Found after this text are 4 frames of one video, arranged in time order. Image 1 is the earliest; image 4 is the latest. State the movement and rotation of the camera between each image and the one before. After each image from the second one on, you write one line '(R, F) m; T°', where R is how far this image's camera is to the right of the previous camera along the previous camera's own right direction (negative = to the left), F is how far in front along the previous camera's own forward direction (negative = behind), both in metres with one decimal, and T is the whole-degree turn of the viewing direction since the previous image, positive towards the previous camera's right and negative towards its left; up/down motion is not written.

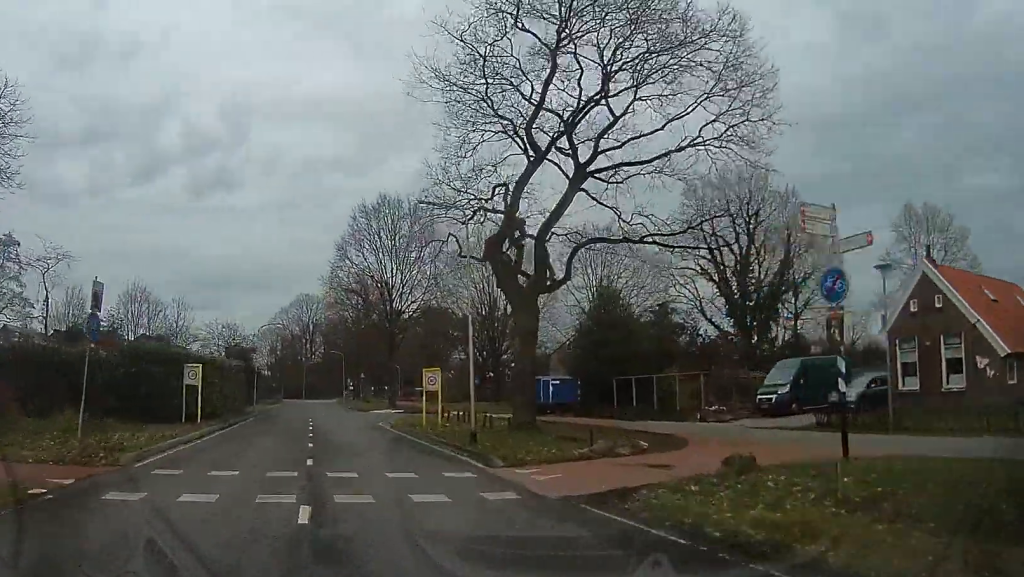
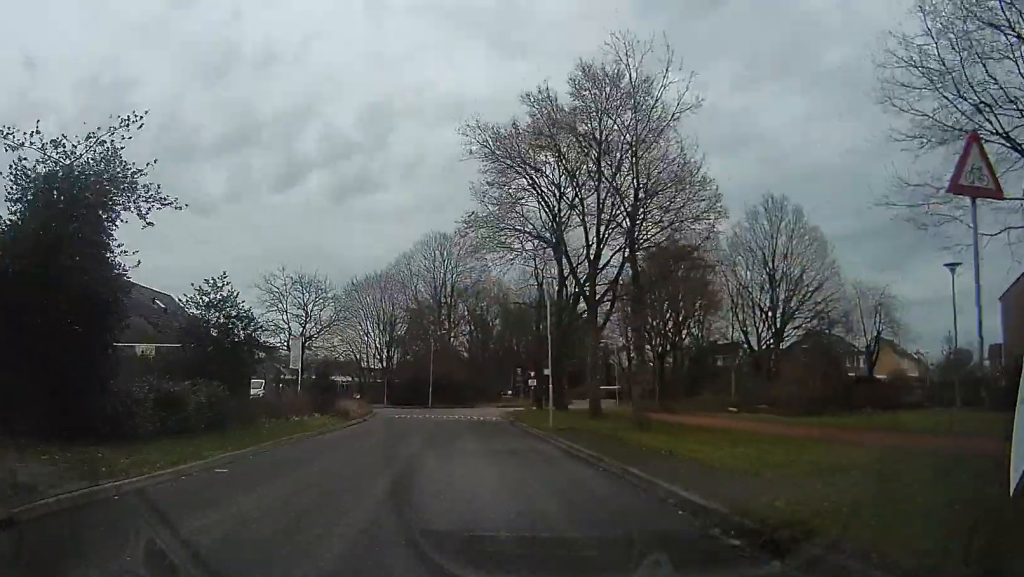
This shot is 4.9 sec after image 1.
(-25.7, +44.7) m; -32°
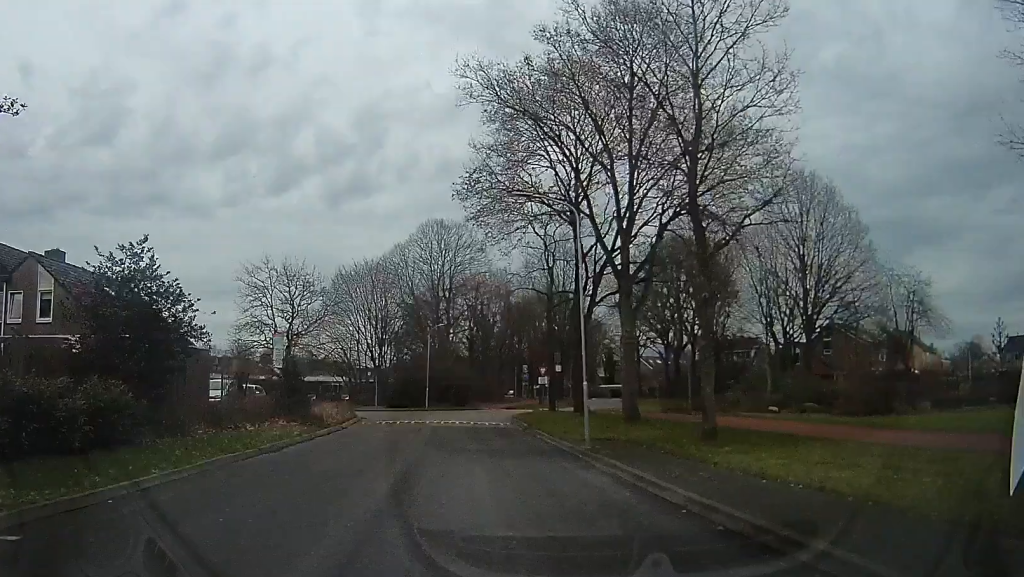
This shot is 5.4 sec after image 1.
(0.0, +5.3) m; +1°
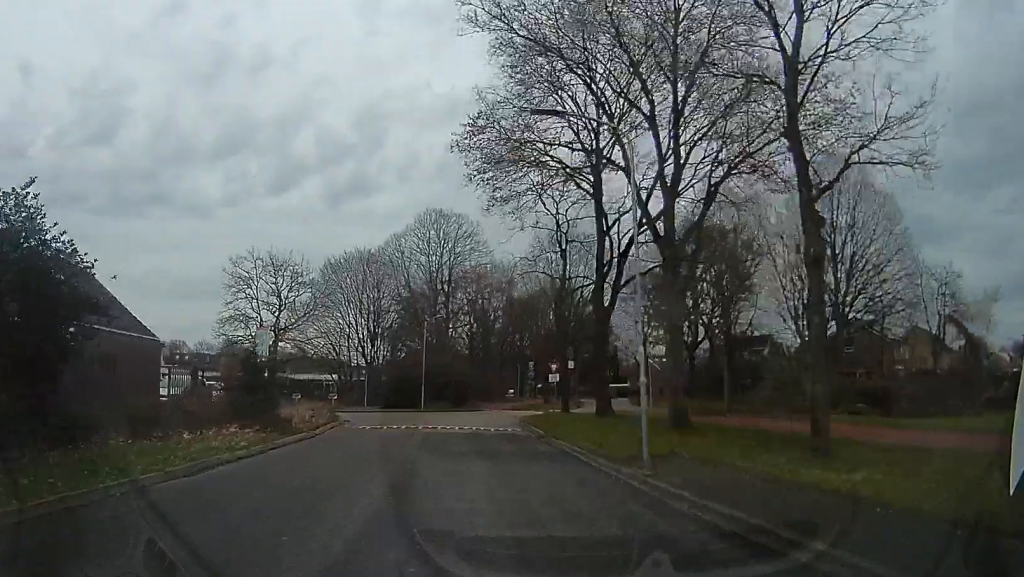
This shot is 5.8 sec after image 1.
(0.0, +4.4) m; +1°
